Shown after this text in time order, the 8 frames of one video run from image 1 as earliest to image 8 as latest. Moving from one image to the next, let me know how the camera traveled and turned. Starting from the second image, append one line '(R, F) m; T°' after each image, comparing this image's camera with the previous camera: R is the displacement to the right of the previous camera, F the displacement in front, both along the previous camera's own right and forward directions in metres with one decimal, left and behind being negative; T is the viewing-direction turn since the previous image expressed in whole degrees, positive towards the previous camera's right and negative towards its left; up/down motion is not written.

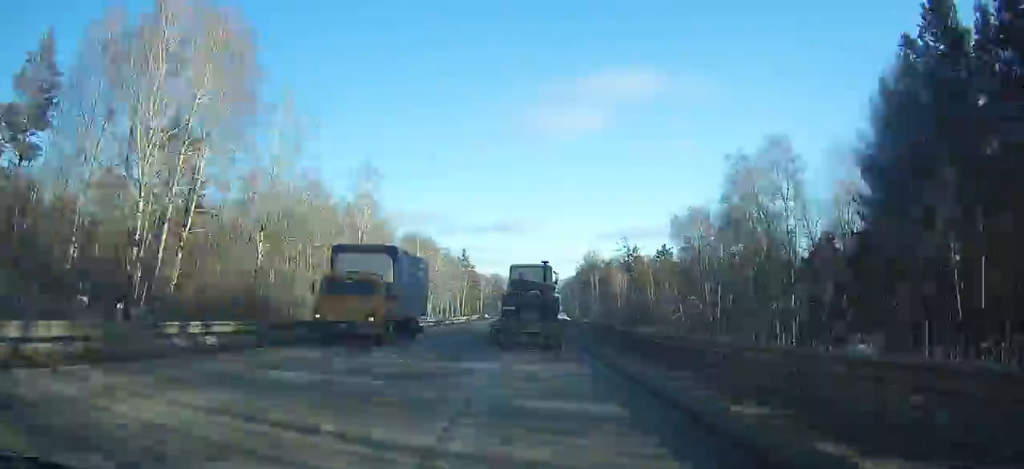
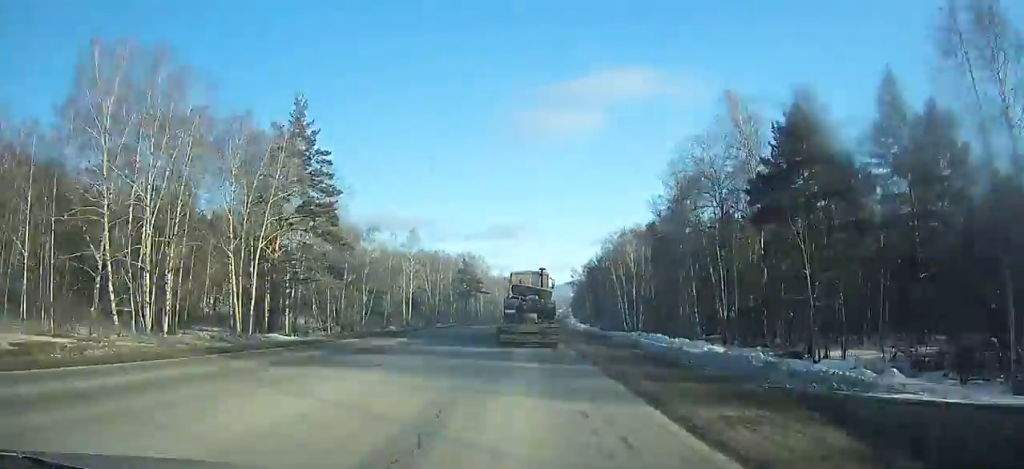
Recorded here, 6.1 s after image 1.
(+1.1, +125.5) m; +1°
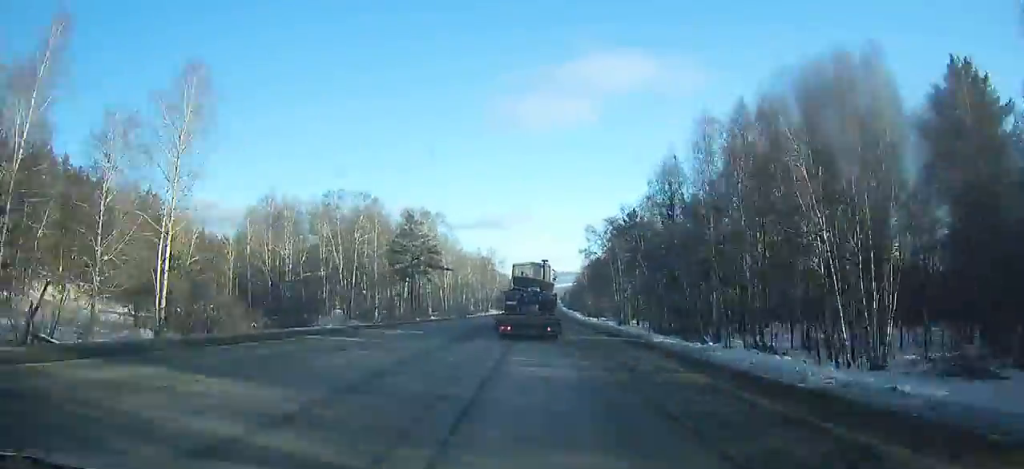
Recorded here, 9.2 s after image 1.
(+0.6, +64.3) m; +3°
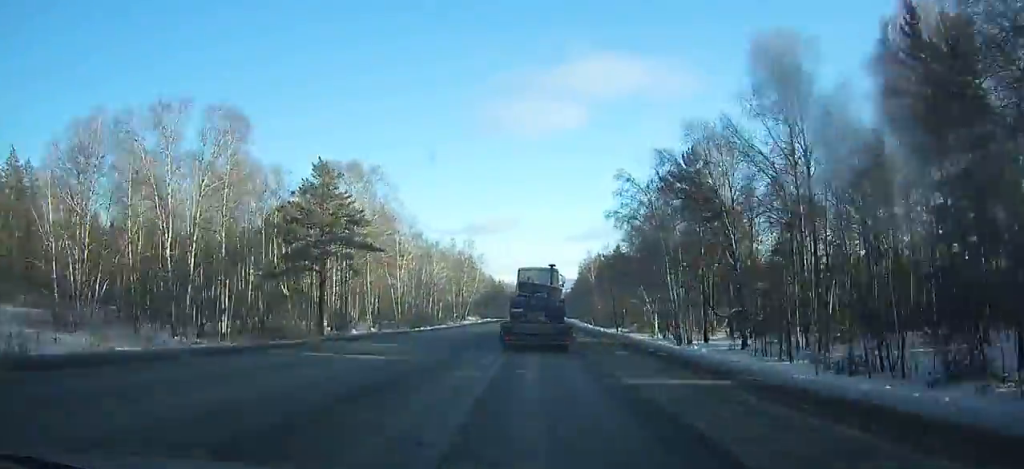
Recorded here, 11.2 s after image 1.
(+1.0, +41.1) m; +1°
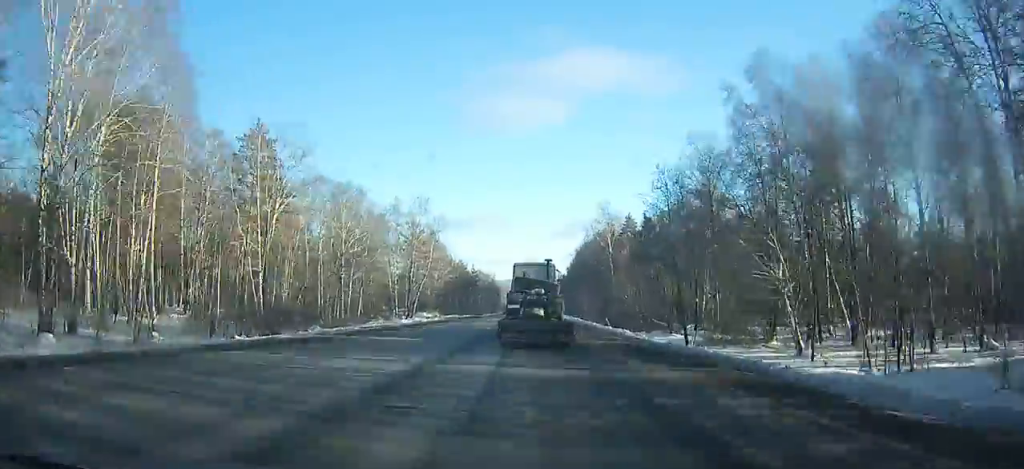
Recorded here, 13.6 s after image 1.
(+3.1, +48.7) m; -3°
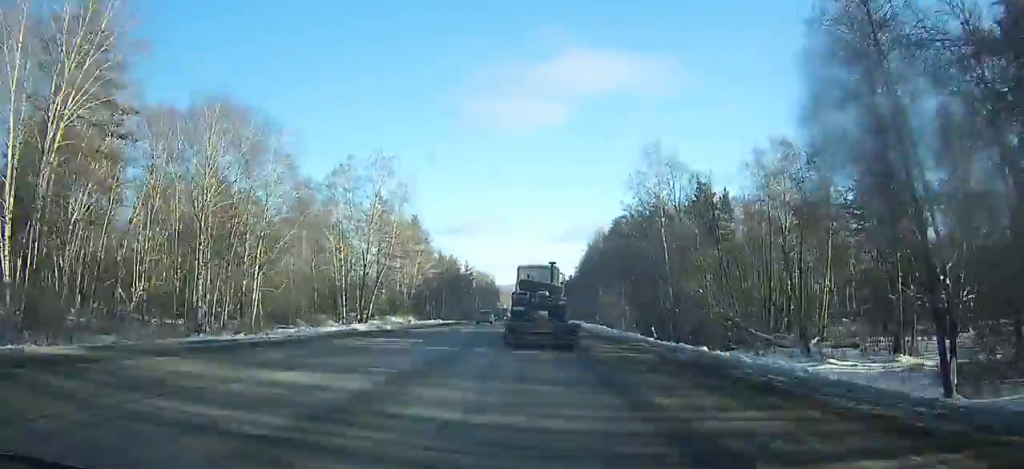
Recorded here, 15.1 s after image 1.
(-3.8, +29.4) m; -2°
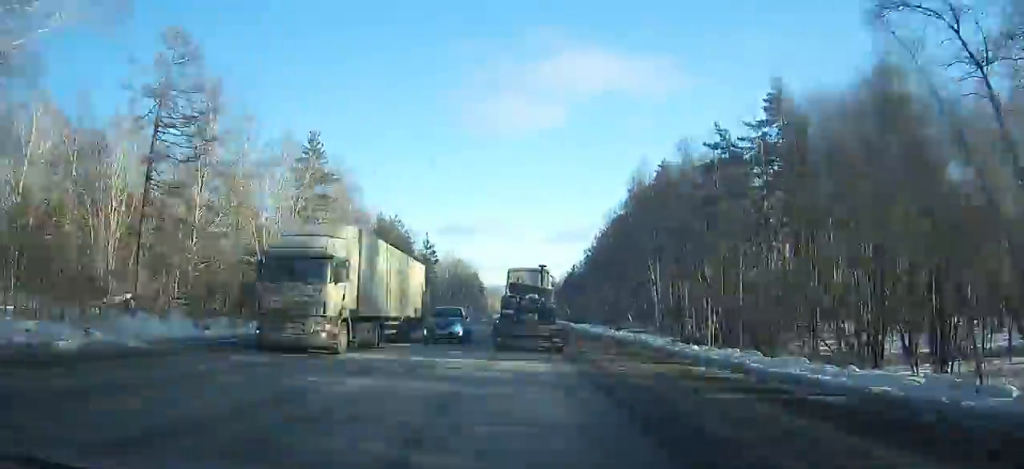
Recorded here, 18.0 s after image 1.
(-0.9, +57.1) m; +1°
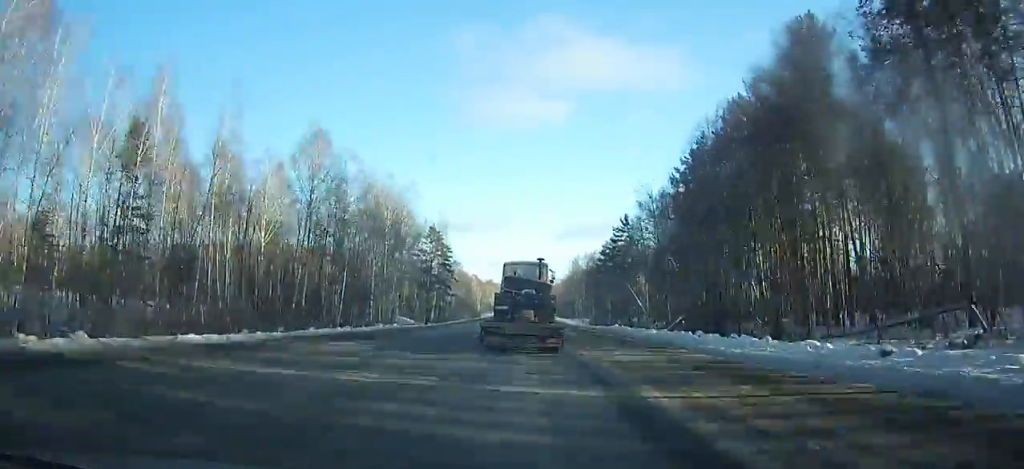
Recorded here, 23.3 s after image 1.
(+3.5, +104.4) m; +2°
